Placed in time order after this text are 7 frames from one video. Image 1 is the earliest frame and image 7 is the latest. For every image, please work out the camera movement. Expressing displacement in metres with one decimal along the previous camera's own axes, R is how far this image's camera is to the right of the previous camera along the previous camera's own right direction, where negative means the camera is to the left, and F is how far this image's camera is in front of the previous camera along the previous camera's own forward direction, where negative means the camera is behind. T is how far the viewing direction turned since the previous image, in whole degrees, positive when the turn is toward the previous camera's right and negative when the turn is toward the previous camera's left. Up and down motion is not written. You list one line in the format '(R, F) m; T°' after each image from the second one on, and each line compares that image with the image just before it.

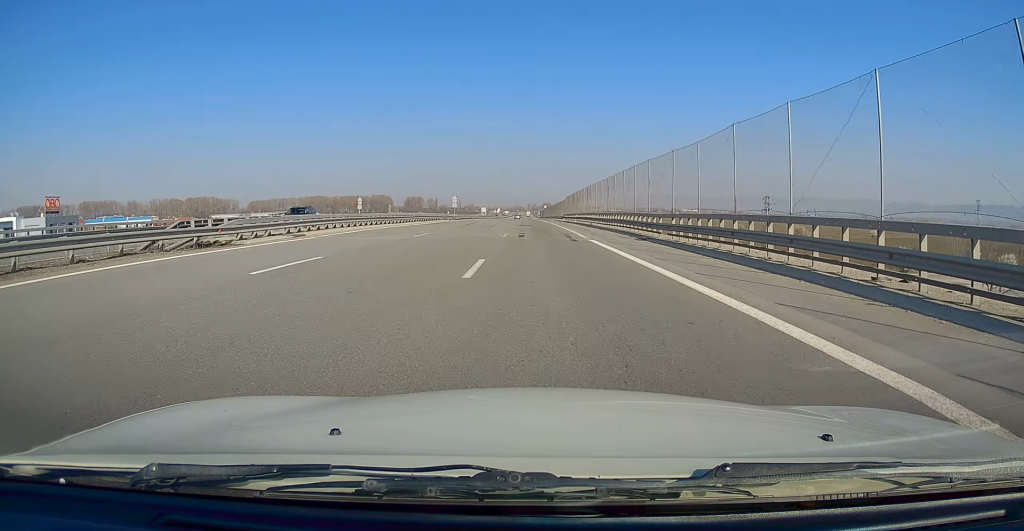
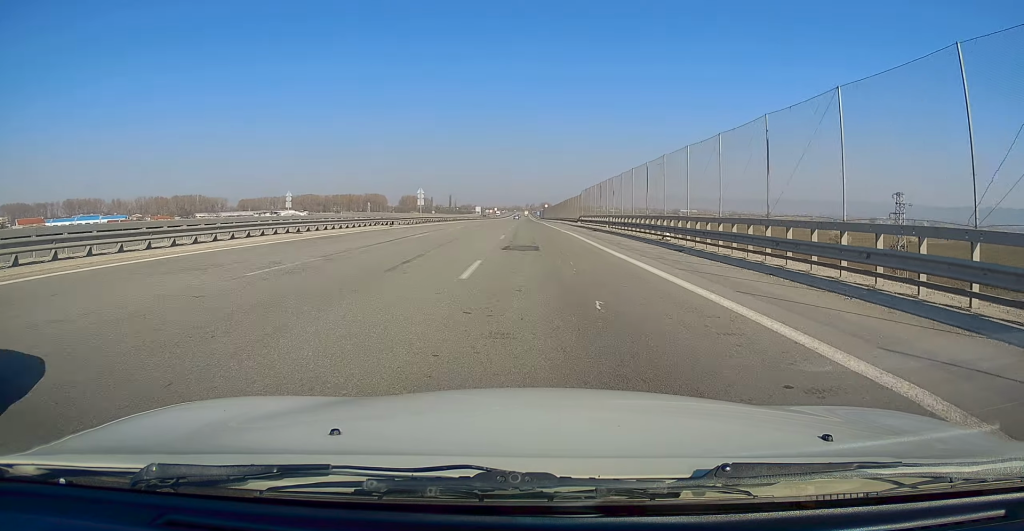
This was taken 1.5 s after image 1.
(0.0, +31.7) m; 0°
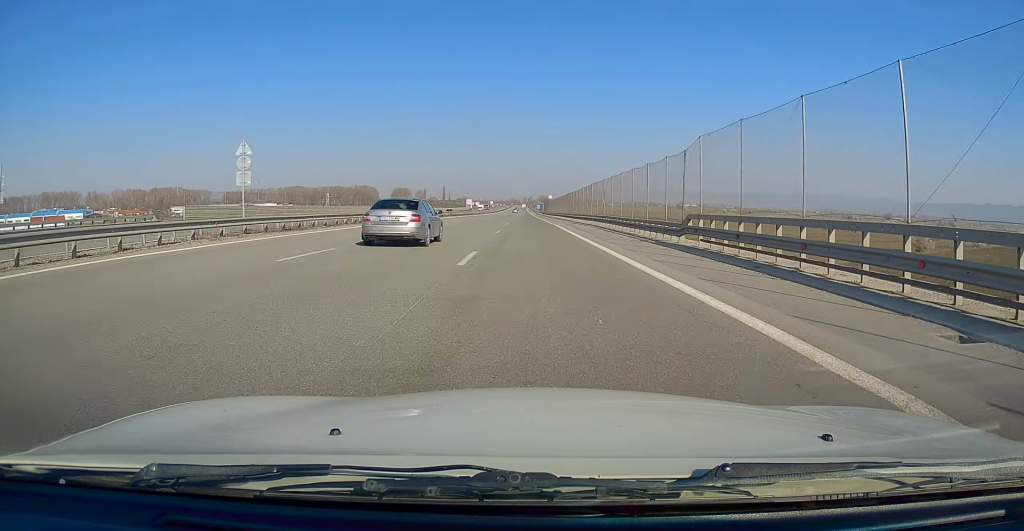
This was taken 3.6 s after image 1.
(+0.1, +45.6) m; +1°
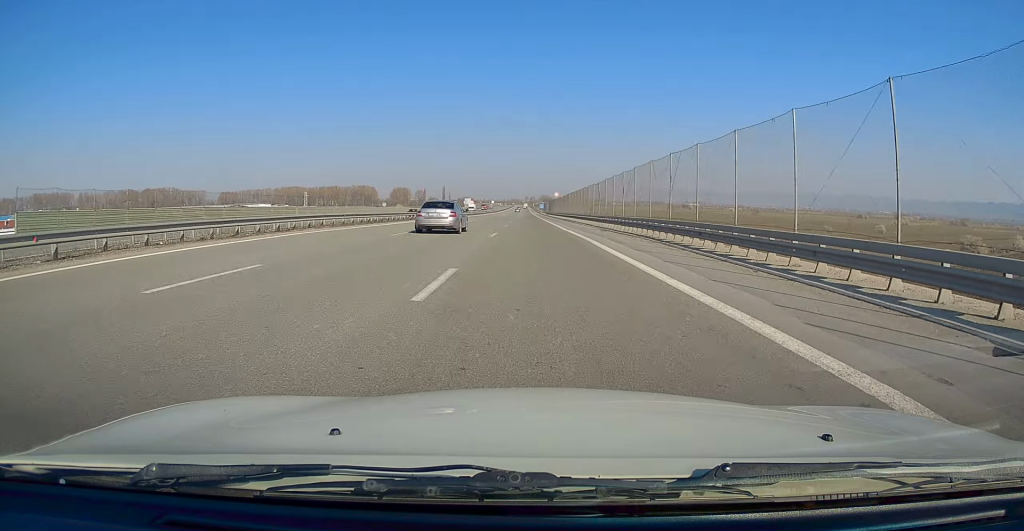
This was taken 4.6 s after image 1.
(0.0, +20.4) m; 0°
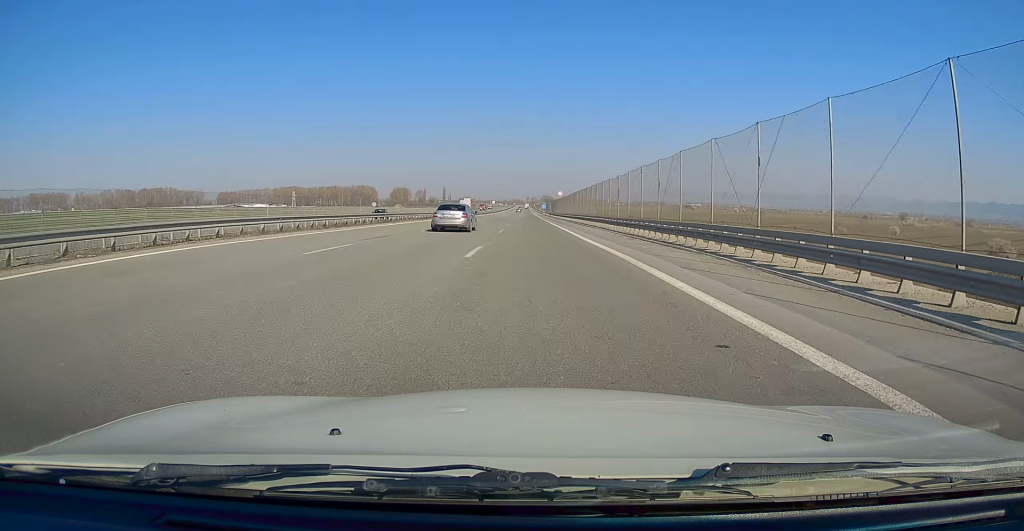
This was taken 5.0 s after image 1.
(0.0, +9.6) m; 0°
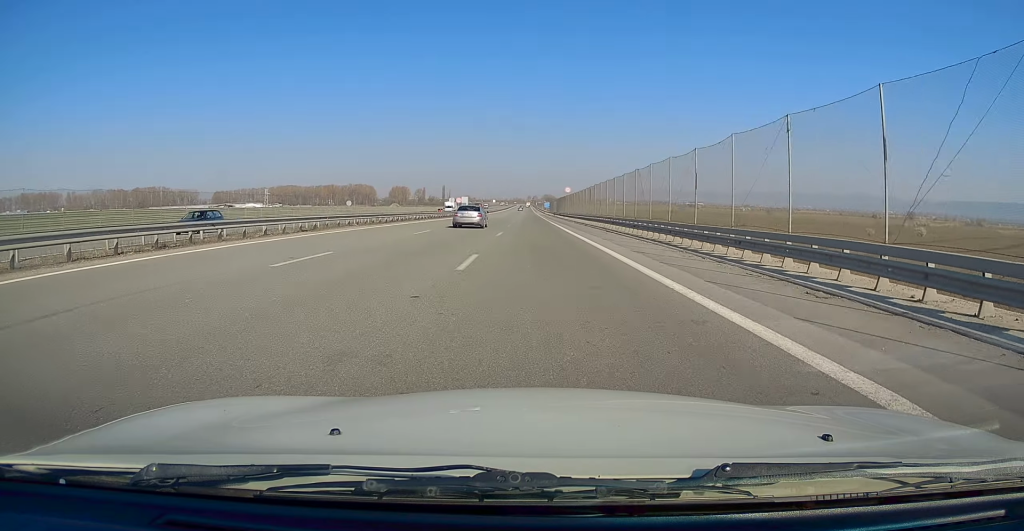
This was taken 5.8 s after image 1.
(+0.1, +17.9) m; 0°
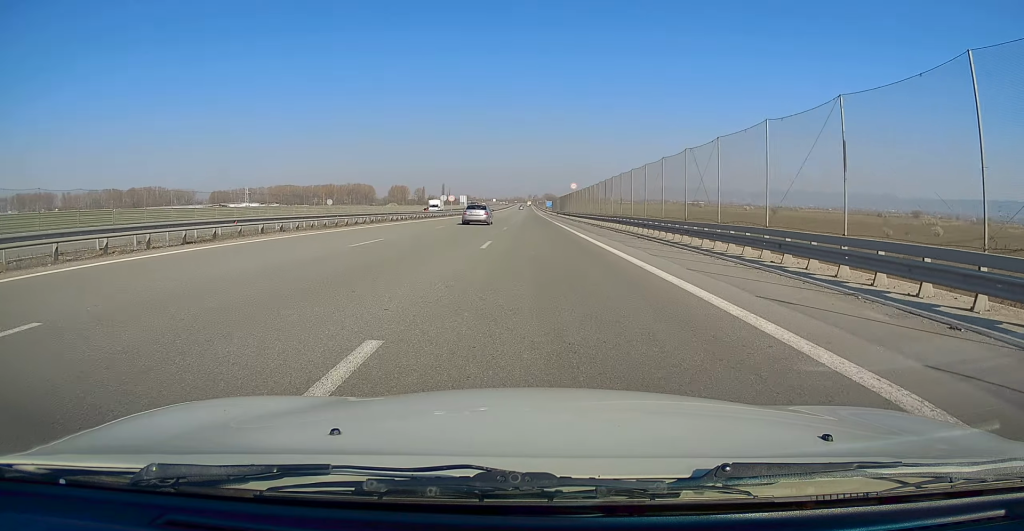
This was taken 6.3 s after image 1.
(+0.1, +10.5) m; 0°
